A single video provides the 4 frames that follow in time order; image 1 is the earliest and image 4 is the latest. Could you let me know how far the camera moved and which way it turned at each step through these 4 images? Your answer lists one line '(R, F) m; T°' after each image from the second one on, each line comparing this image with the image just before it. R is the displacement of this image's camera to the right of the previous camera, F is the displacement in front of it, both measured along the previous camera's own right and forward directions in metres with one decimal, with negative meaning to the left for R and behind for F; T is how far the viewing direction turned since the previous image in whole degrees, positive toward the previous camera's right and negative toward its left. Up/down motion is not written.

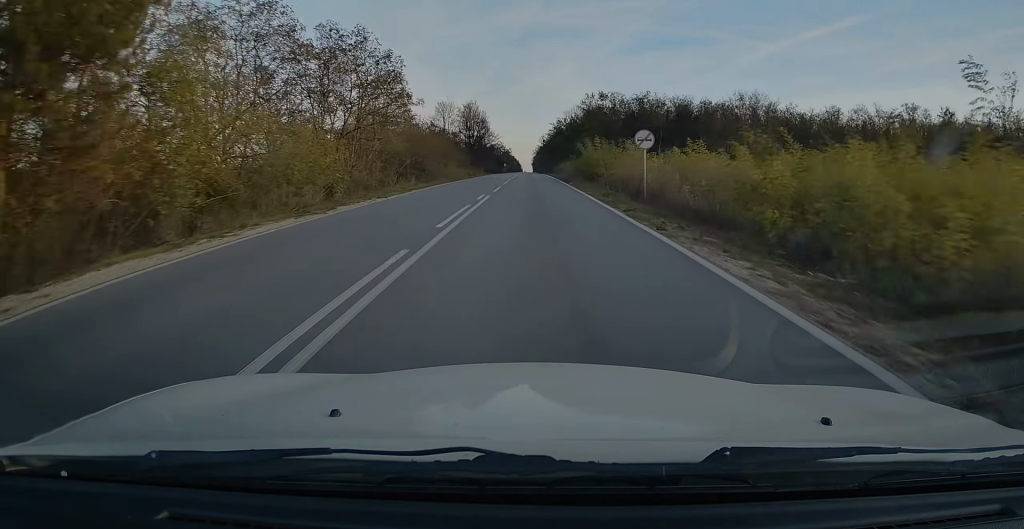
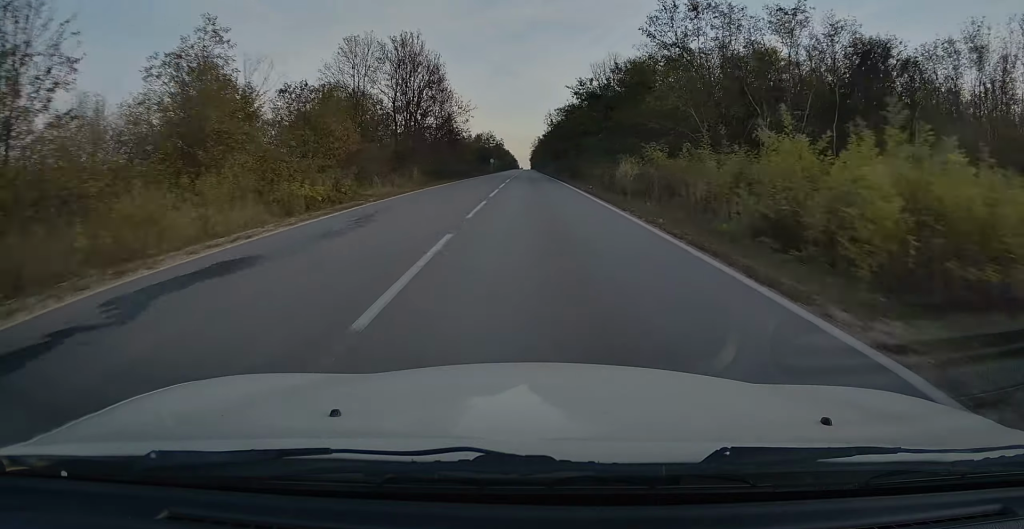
(-0.5, +57.4) m; 0°
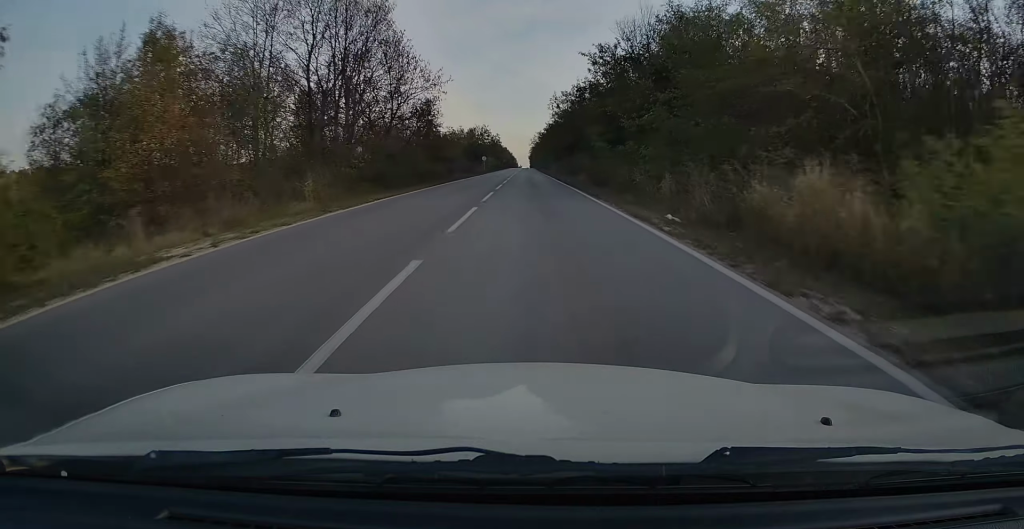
(+0.2, +20.6) m; 0°
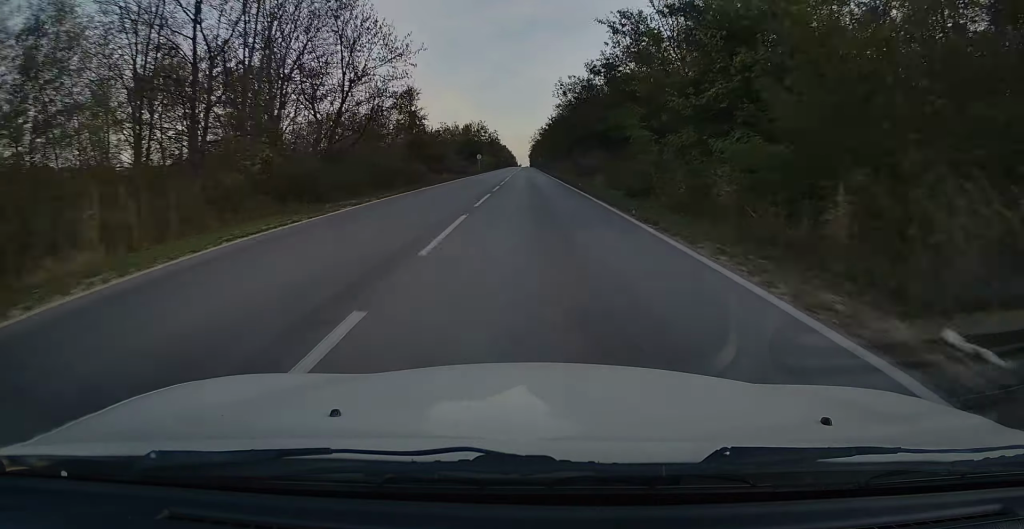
(-0.1, +11.6) m; 0°
